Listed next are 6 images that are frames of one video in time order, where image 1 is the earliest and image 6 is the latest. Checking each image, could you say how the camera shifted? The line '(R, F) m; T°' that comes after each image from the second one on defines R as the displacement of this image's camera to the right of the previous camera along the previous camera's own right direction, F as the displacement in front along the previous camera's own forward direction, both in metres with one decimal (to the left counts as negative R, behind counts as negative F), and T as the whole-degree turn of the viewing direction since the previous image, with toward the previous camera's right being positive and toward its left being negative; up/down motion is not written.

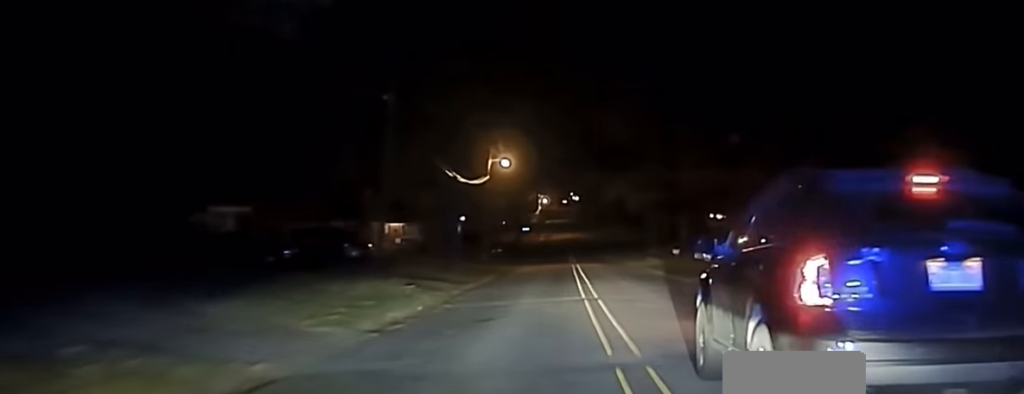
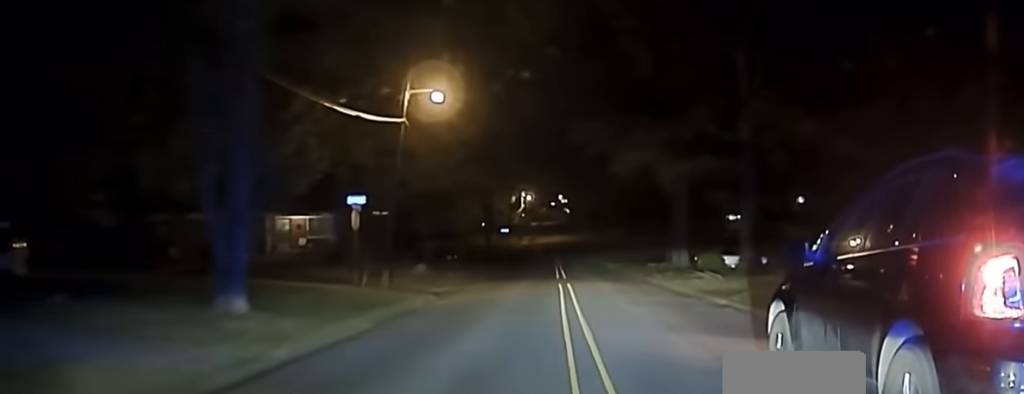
(-0.6, +27.1) m; -2°
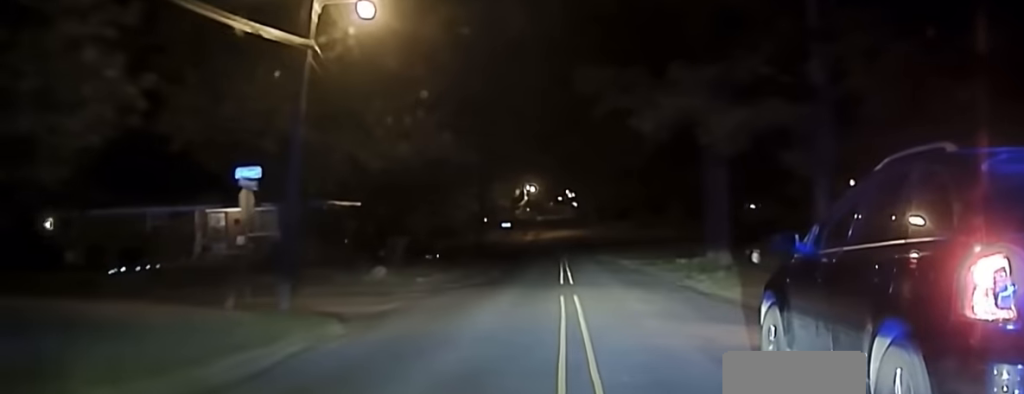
(0.0, +12.7) m; 0°
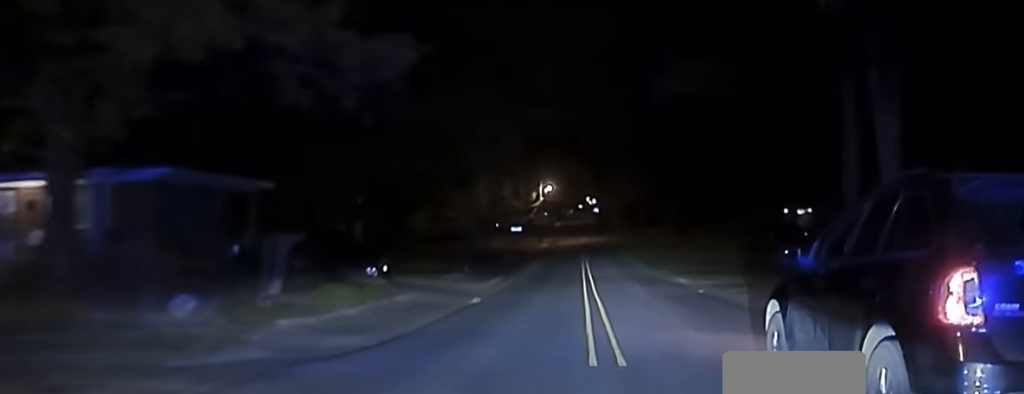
(+0.4, +23.2) m; +1°
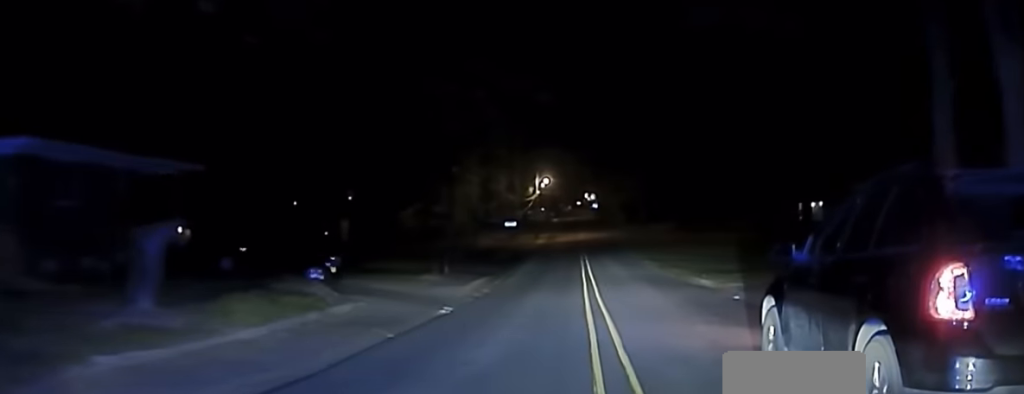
(+0.1, +7.7) m; 0°
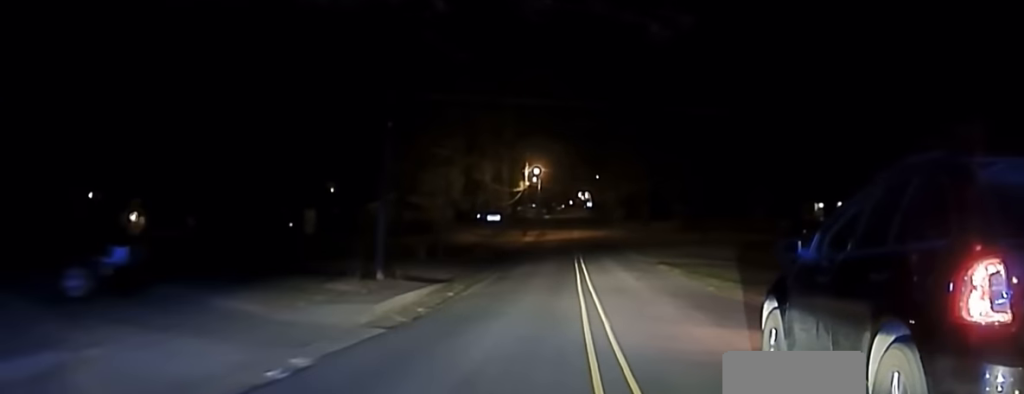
(-0.2, +13.8) m; 0°
